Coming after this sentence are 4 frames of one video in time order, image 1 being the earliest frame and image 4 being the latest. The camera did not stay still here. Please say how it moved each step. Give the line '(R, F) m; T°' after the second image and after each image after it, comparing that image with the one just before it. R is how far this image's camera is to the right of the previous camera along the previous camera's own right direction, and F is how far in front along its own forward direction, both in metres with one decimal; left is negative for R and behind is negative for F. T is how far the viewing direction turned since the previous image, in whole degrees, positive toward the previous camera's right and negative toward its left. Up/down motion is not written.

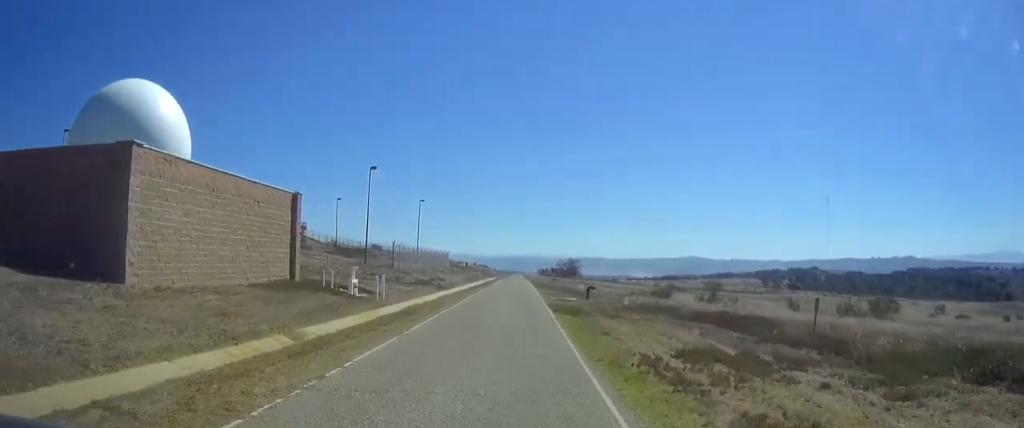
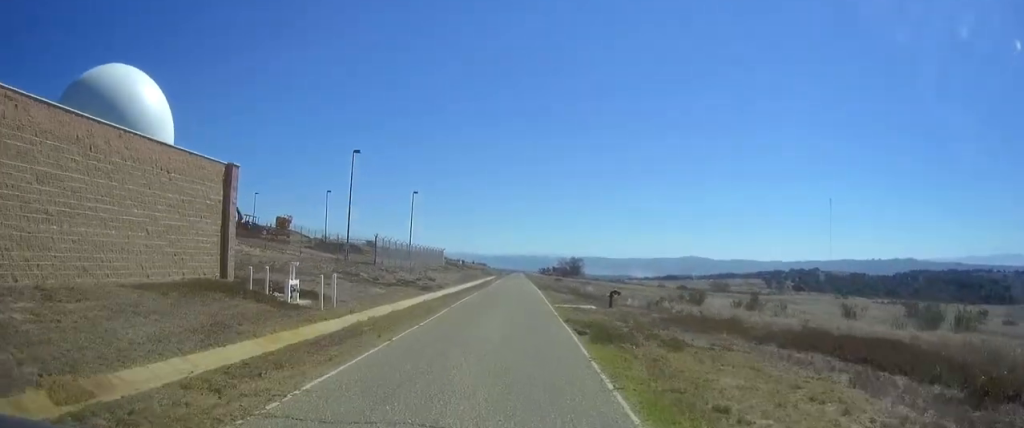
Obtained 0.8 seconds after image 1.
(0.0, +8.4) m; +1°
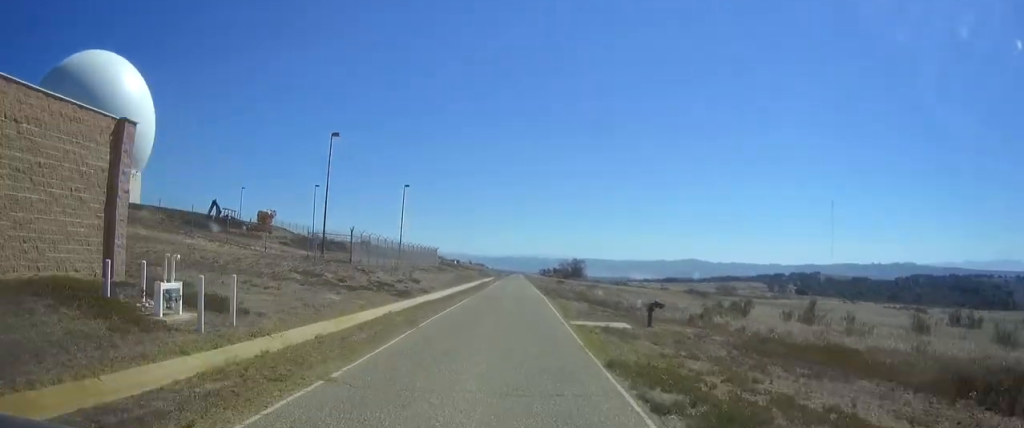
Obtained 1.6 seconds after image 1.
(+0.1, +8.0) m; +1°
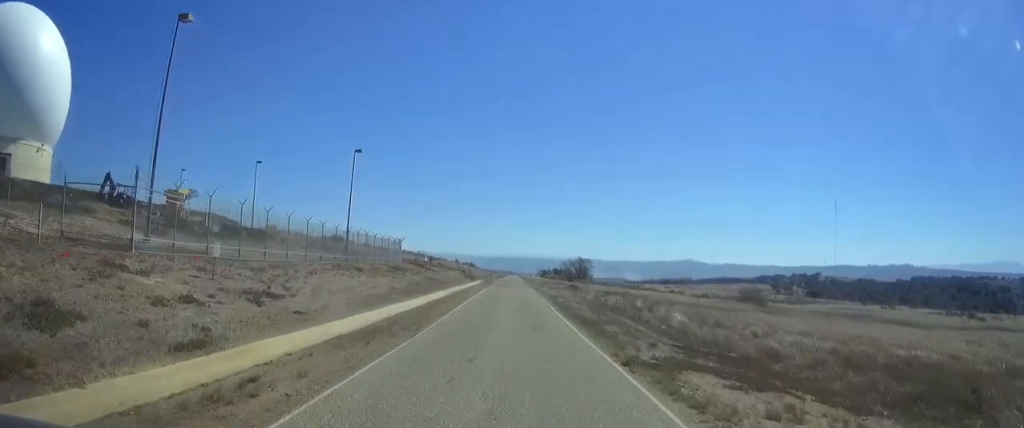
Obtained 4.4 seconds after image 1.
(+0.5, +28.0) m; +3°
